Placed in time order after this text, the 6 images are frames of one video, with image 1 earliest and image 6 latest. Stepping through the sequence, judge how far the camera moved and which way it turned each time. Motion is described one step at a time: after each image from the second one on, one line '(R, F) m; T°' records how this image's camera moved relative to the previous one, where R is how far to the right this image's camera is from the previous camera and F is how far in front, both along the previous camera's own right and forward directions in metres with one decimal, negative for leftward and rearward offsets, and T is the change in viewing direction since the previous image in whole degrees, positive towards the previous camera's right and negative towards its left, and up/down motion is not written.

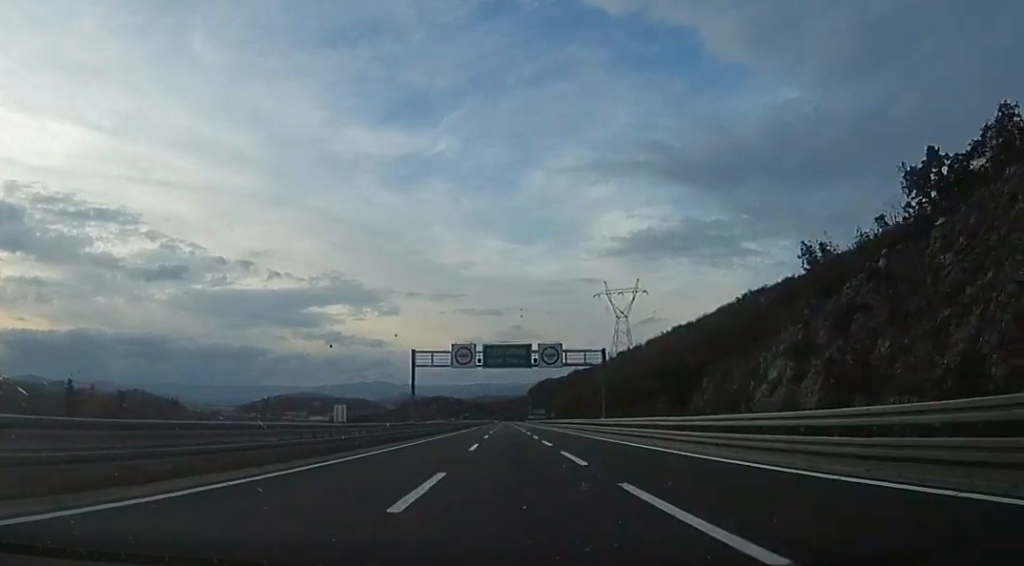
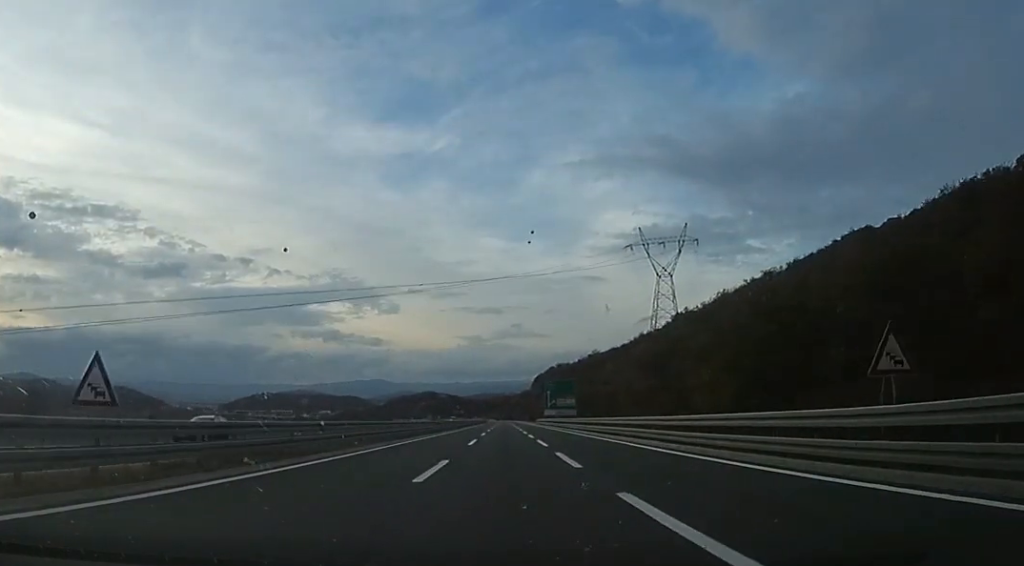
(-0.8, +85.7) m; -2°
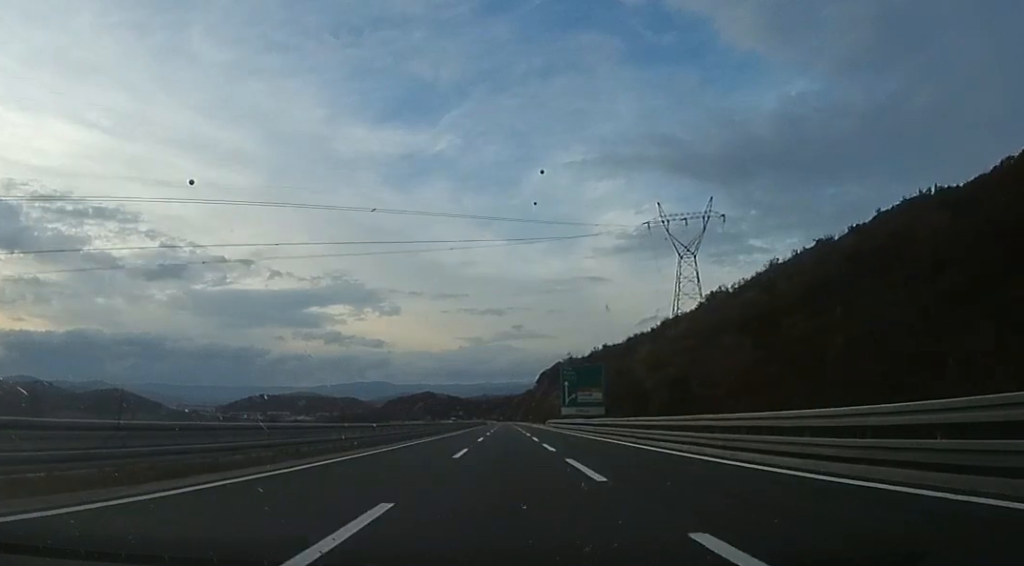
(0.0, +27.2) m; 0°
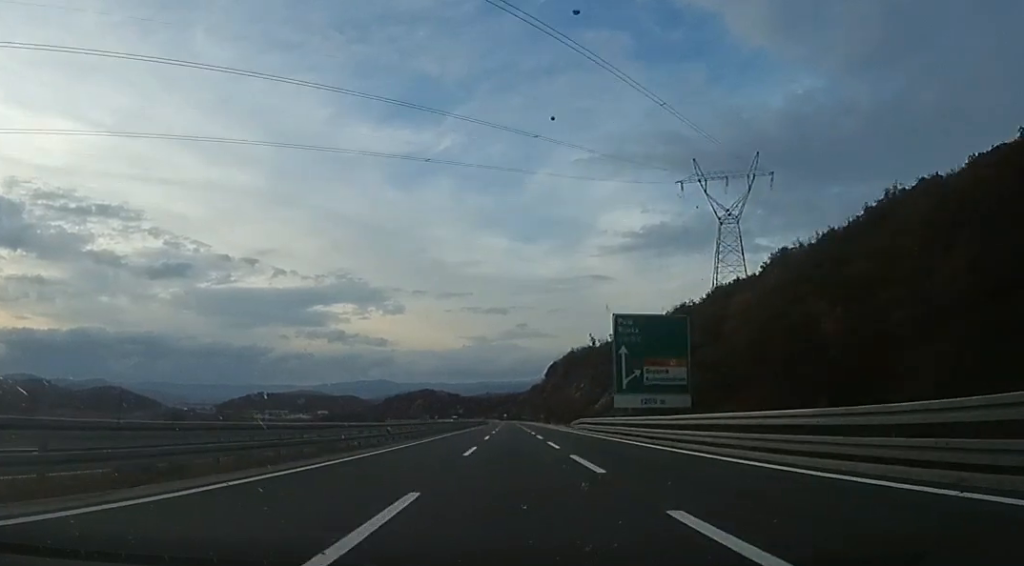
(0.0, +34.4) m; 0°
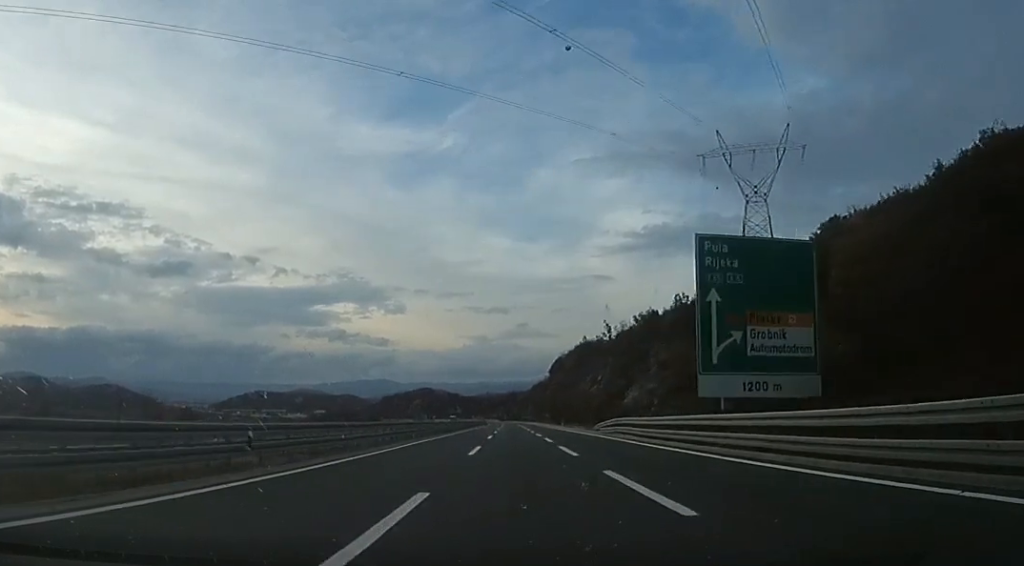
(0.0, +17.7) m; +1°
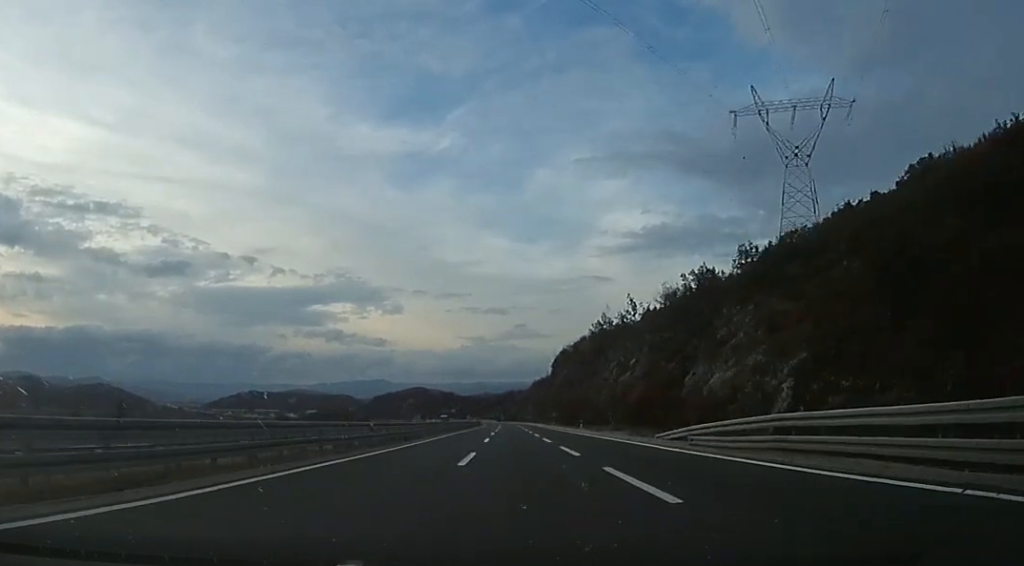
(+0.4, +23.0) m; +1°
